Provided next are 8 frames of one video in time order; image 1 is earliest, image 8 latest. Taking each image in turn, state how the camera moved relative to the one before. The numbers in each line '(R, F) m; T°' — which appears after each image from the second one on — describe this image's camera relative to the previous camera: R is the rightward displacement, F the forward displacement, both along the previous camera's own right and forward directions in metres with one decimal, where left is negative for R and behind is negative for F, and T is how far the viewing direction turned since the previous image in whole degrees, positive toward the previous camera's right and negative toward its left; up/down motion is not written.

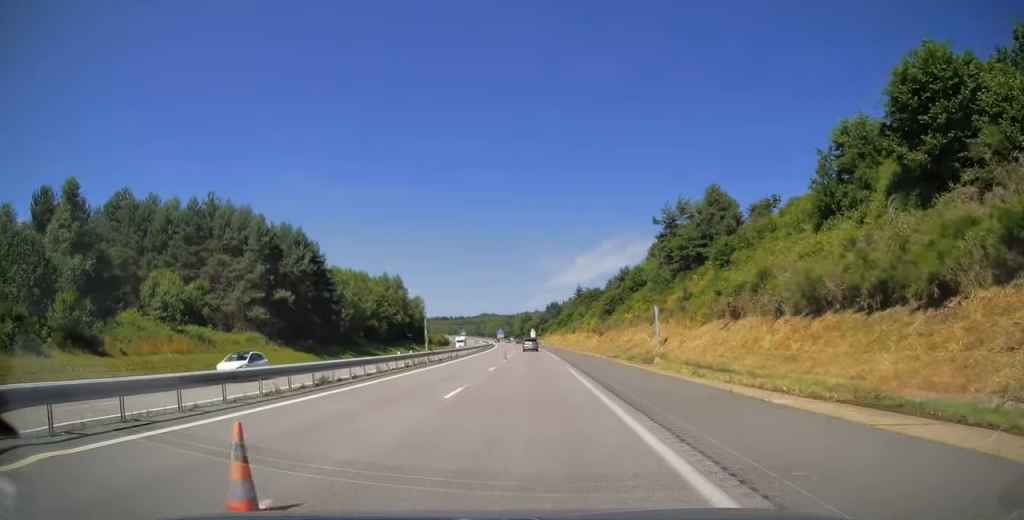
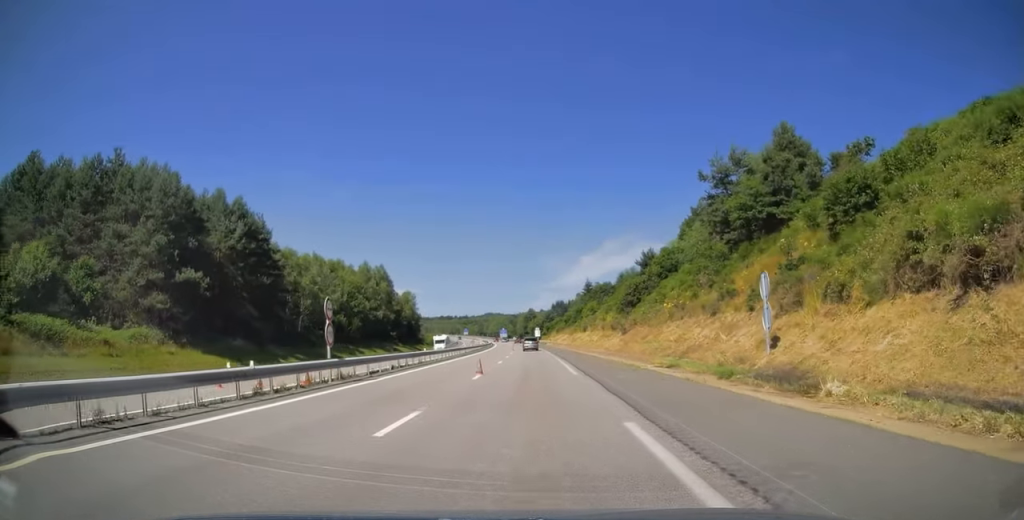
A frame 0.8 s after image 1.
(0.0, +19.7) m; -1°
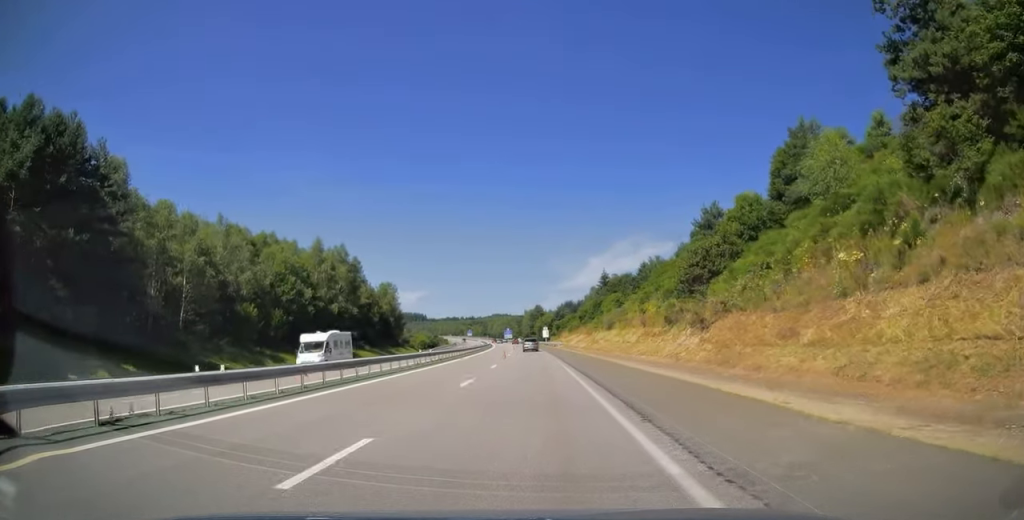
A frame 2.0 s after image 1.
(-0.4, +30.6) m; 0°
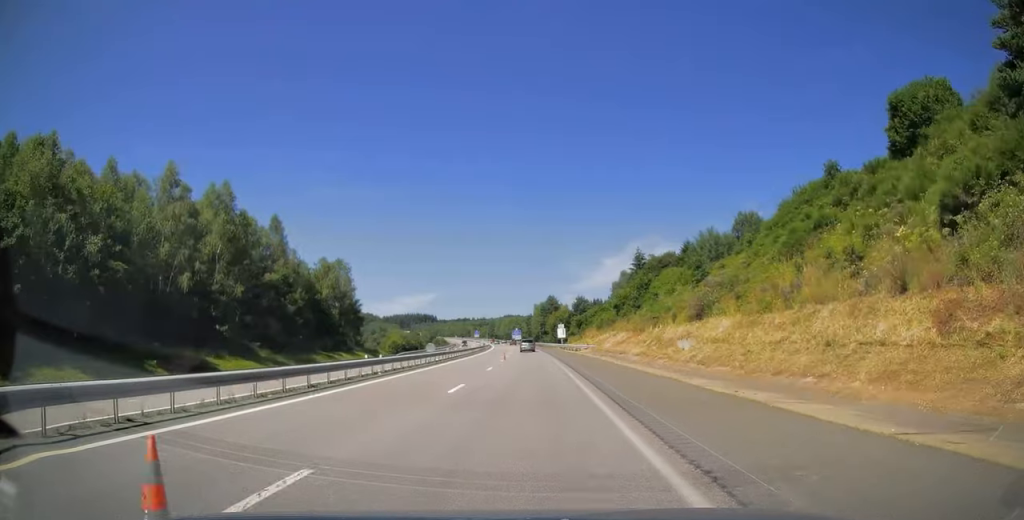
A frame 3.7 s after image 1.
(-0.2, +45.2) m; -1°
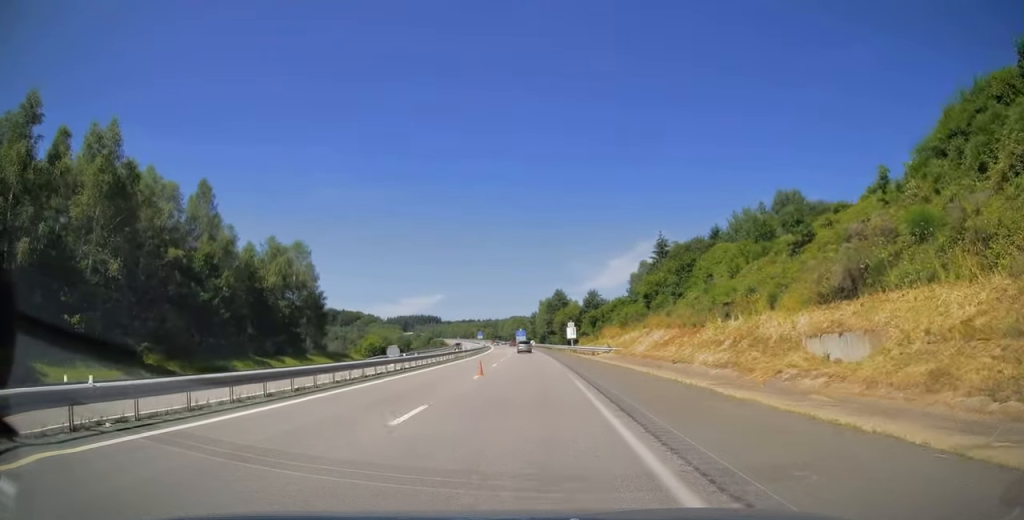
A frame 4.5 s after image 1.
(-0.1, +22.7) m; -1°
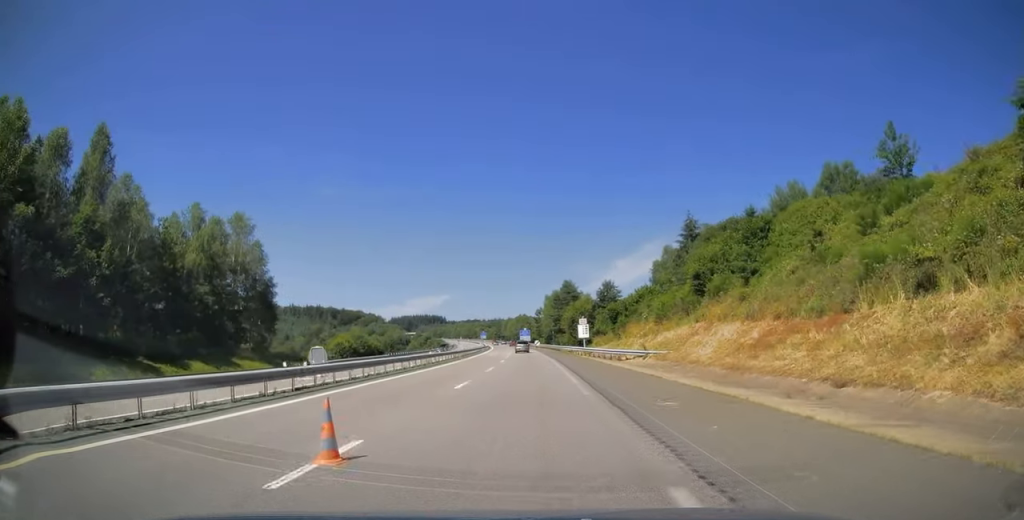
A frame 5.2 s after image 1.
(-0.1, +20.4) m; -1°
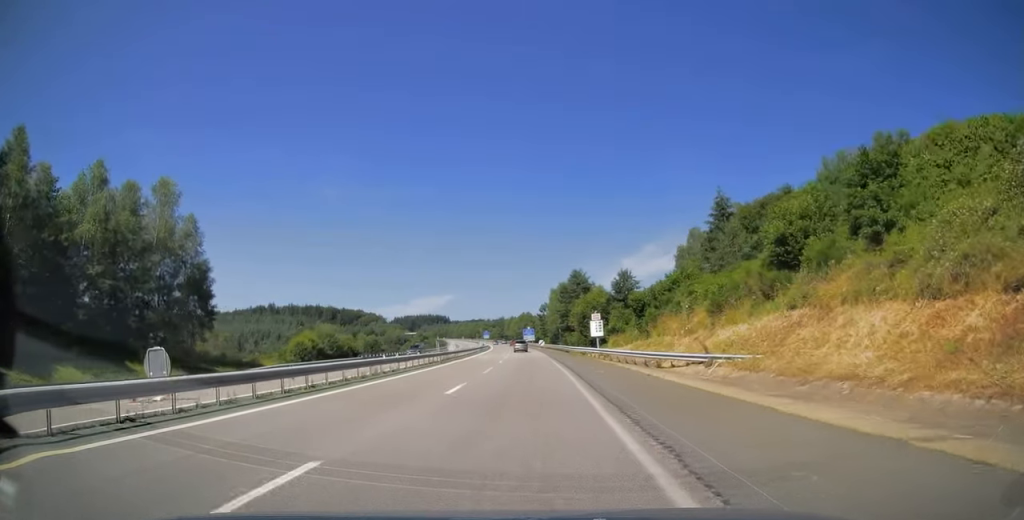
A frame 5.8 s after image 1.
(-0.1, +15.7) m; -1°
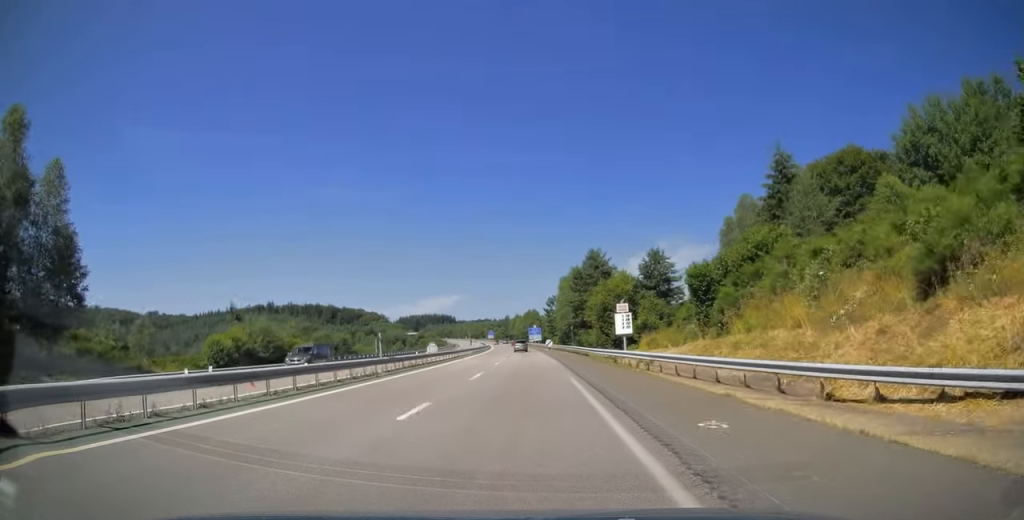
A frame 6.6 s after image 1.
(-0.2, +20.5) m; -1°
